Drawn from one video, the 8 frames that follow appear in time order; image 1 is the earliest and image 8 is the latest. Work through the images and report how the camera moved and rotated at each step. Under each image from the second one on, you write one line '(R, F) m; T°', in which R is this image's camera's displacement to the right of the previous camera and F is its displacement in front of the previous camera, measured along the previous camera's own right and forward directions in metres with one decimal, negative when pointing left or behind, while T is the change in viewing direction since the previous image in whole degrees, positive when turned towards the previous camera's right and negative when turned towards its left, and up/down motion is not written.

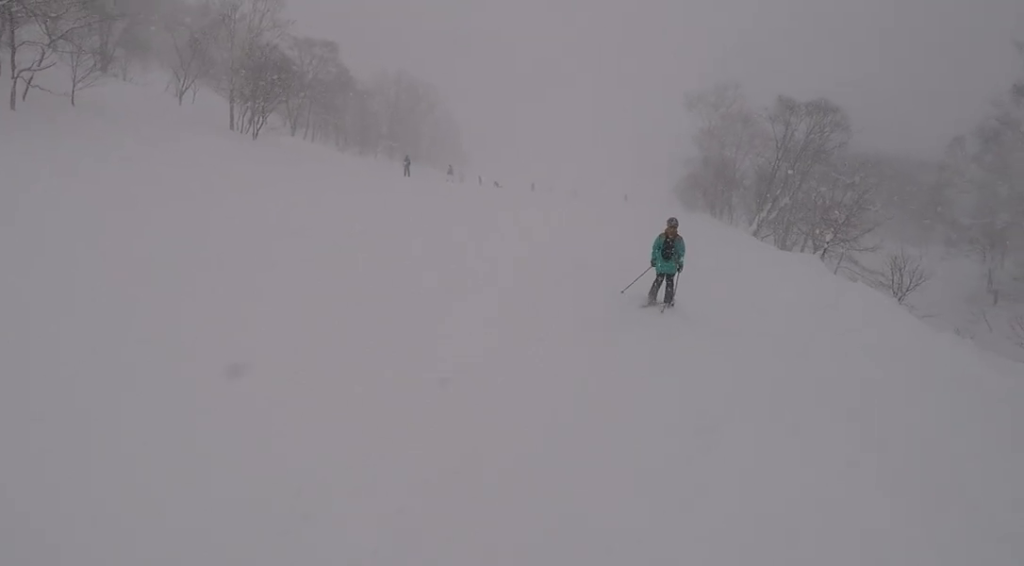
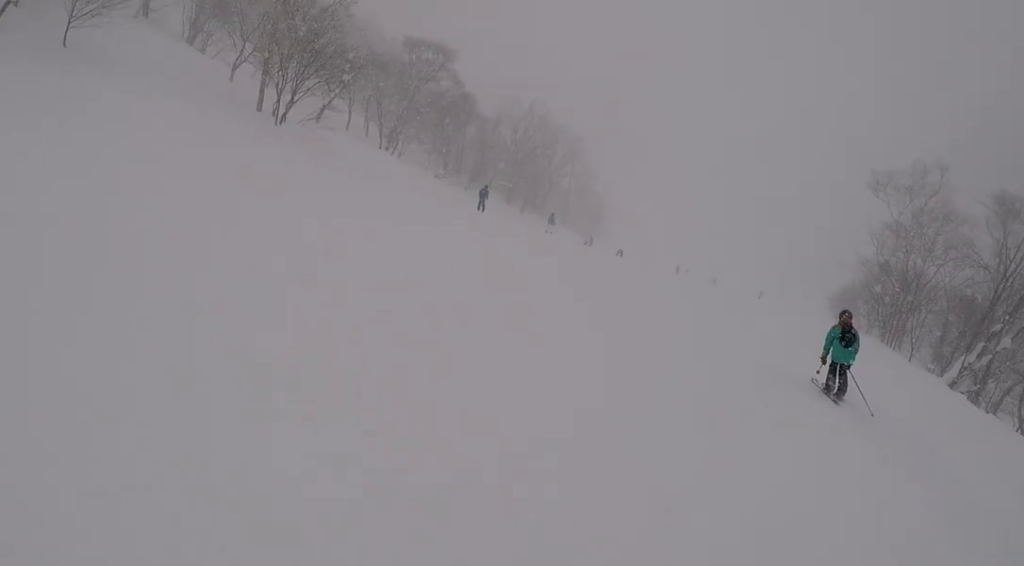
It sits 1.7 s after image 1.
(0.0, +14.0) m; 0°
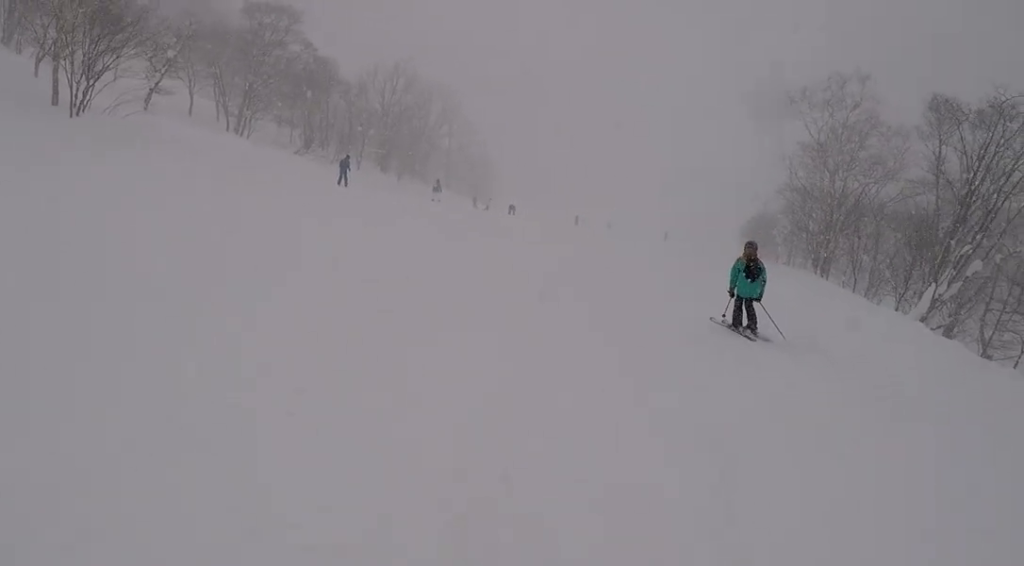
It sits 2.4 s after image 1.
(0.0, +6.3) m; 0°
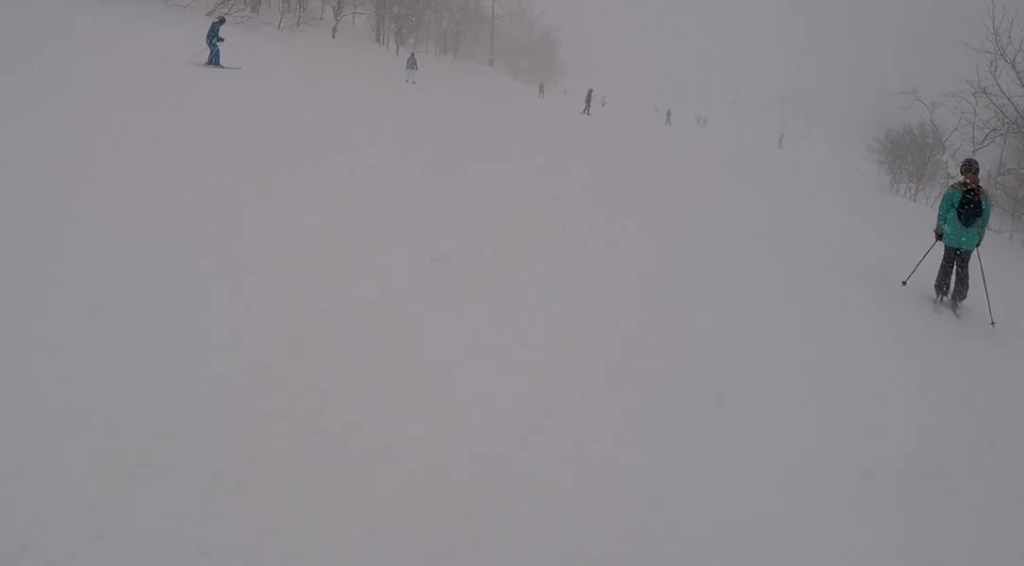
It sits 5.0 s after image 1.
(0.0, +20.8) m; 0°
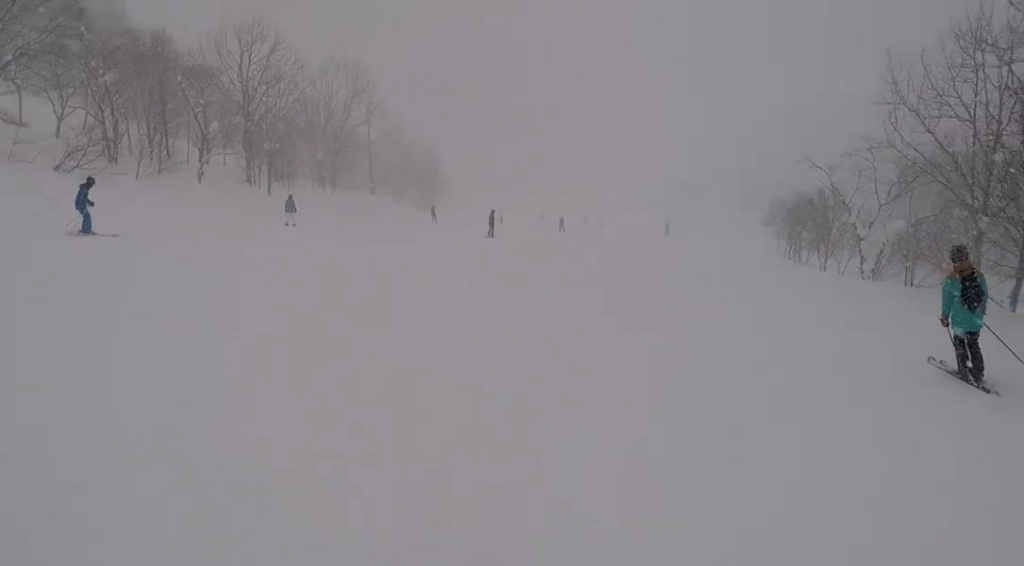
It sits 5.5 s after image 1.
(0.0, +4.0) m; 0°
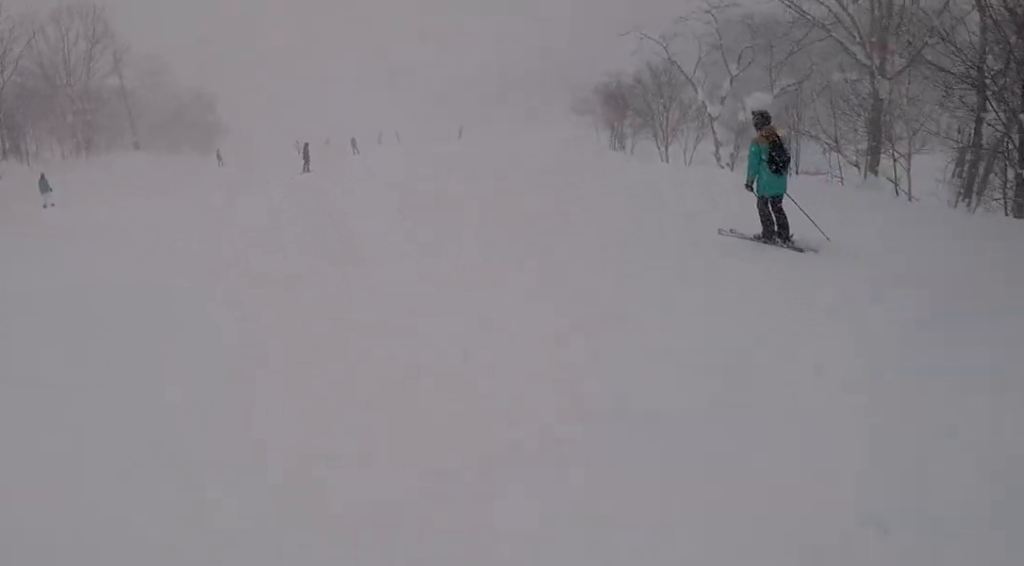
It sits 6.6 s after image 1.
(0.0, +8.0) m; +1°
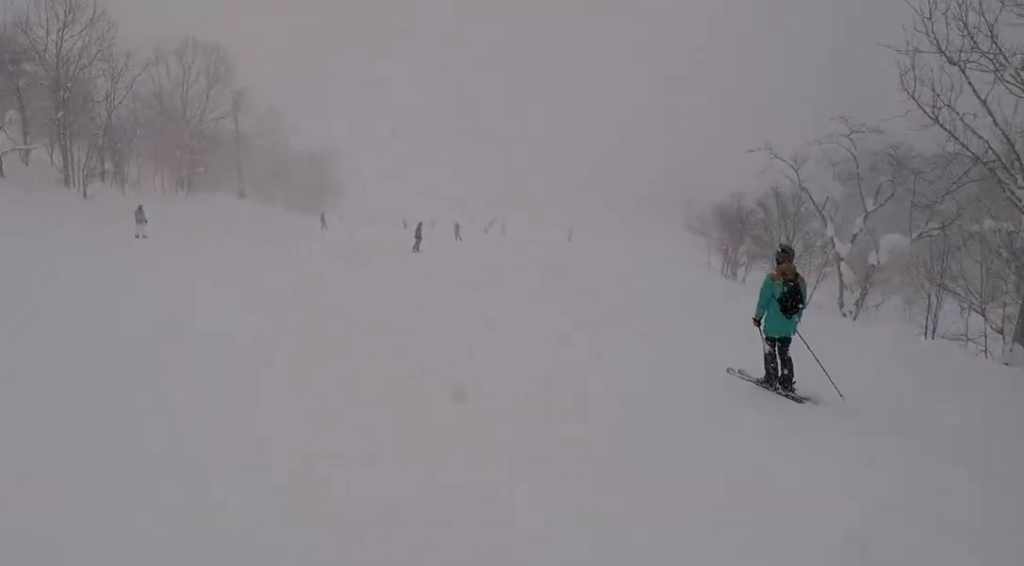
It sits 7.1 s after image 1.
(0.0, +3.2) m; +2°
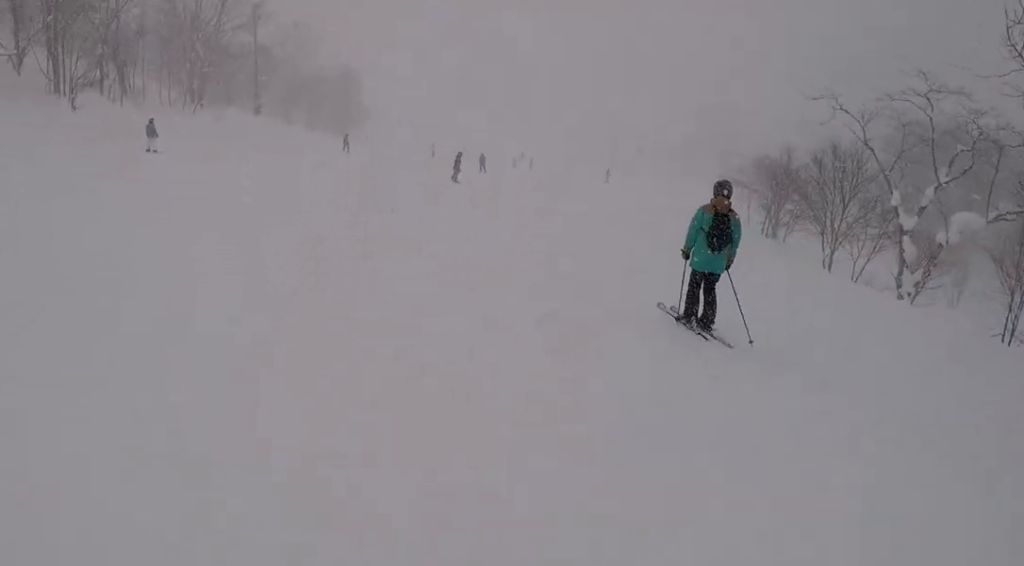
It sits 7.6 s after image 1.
(0.0, +3.5) m; +4°
